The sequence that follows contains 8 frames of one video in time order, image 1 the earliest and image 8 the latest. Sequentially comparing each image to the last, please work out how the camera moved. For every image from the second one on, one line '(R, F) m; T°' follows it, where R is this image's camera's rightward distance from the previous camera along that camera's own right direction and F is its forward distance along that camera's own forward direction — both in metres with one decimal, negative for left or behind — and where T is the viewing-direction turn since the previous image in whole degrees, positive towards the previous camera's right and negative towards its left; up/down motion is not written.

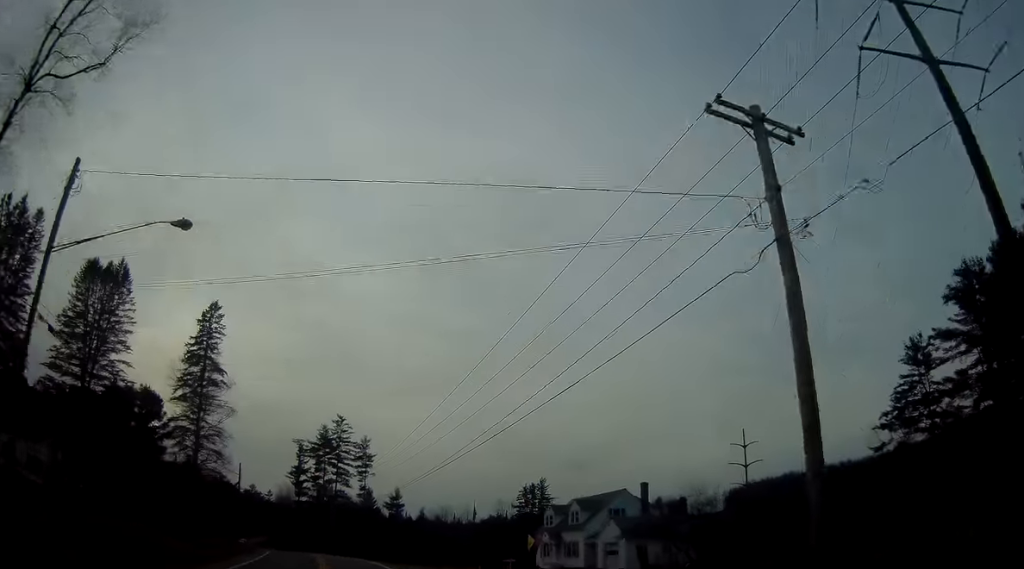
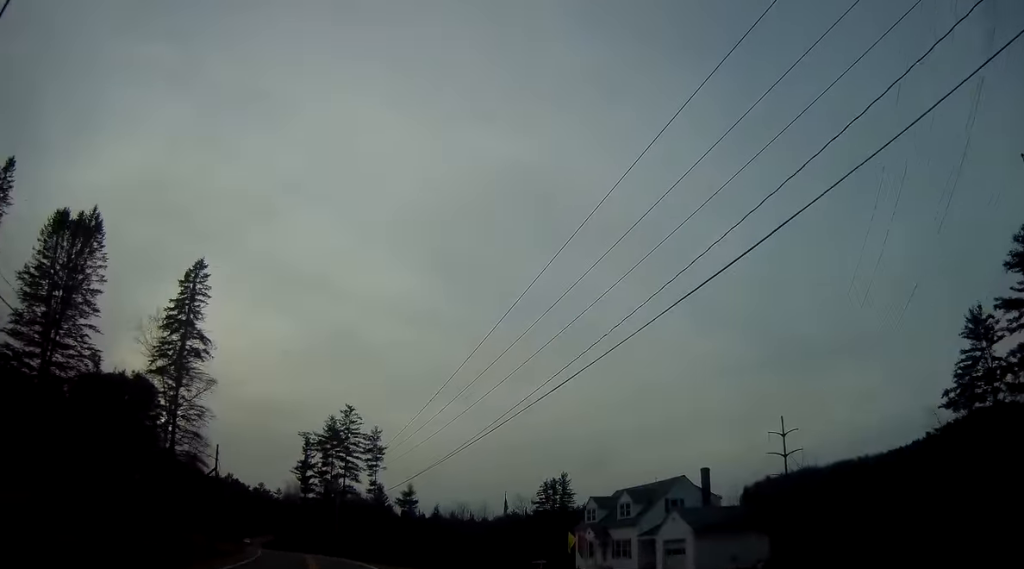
(+0.1, +8.9) m; -2°
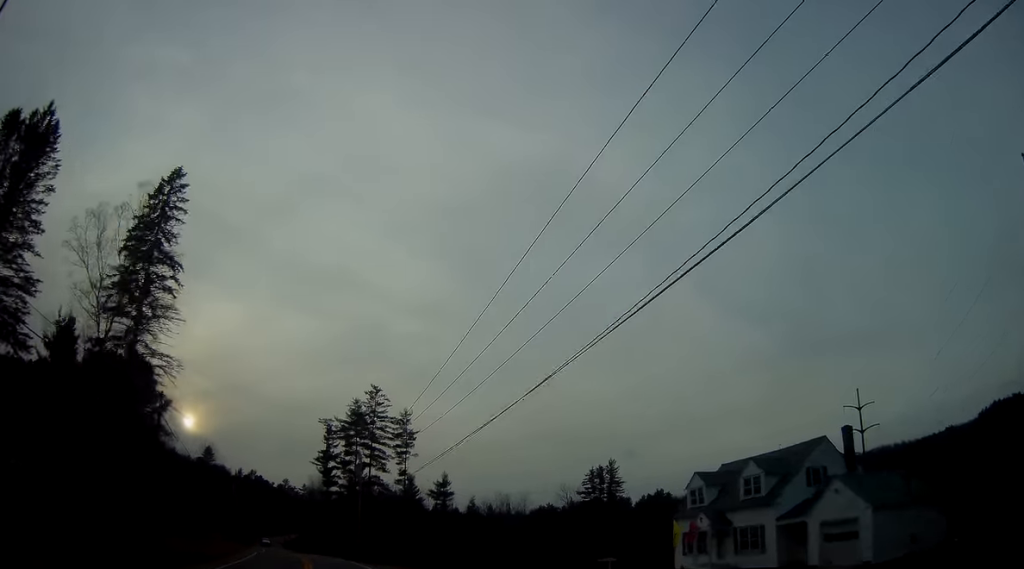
(-0.6, +13.5) m; -4°
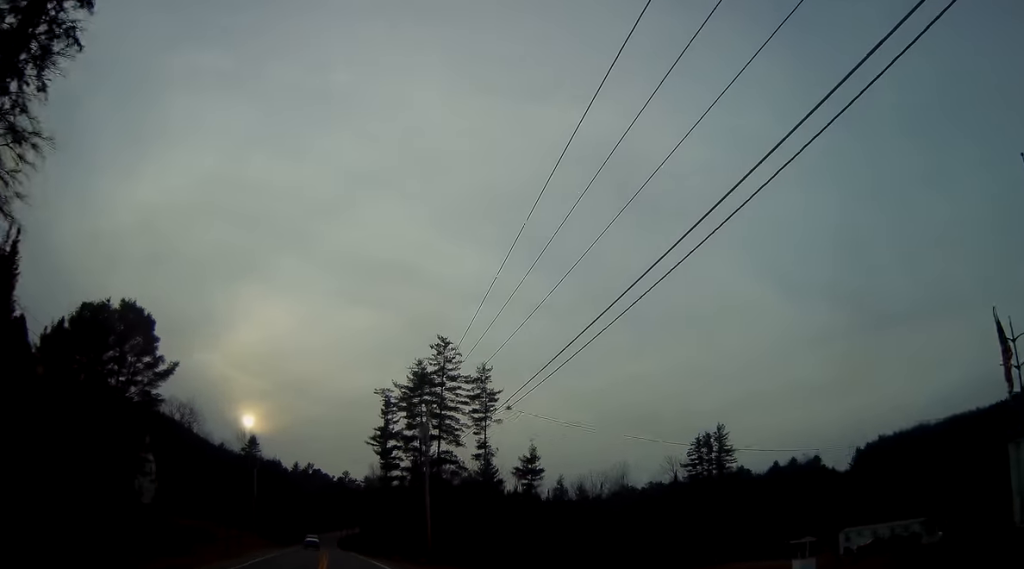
(-1.0, +21.7) m; -5°
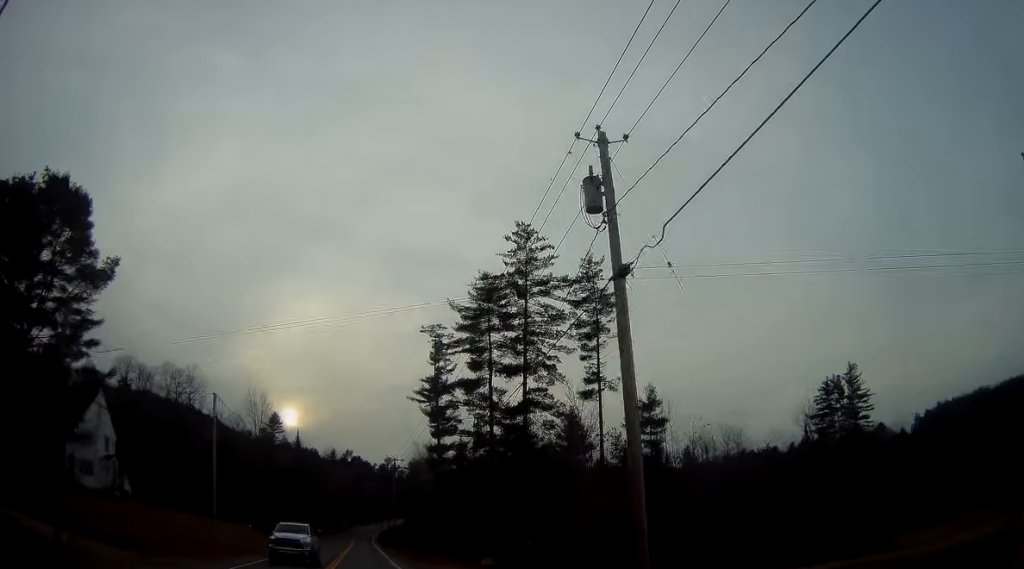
(-0.7, +28.5) m; -1°
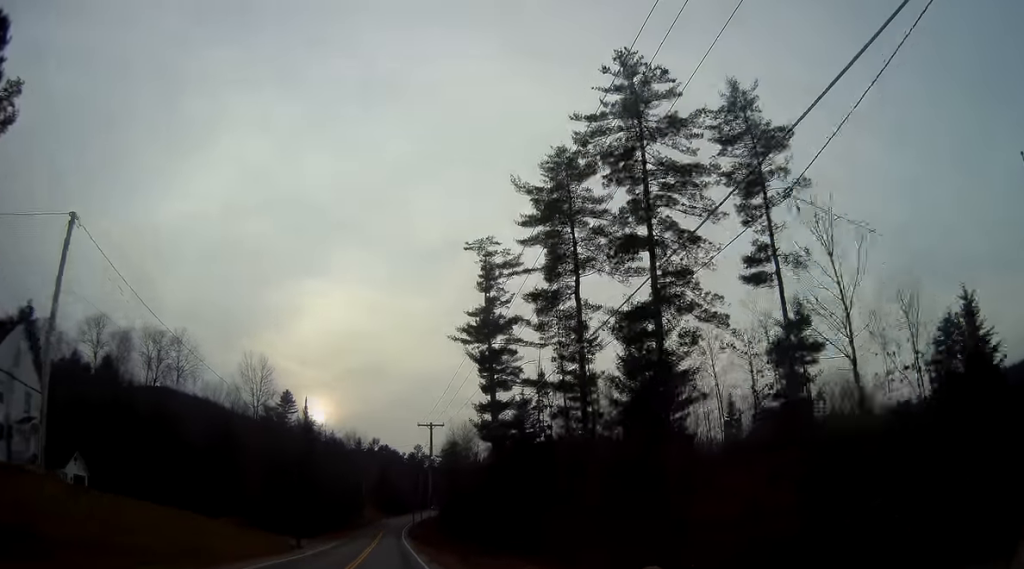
(+0.1, +22.2) m; 0°
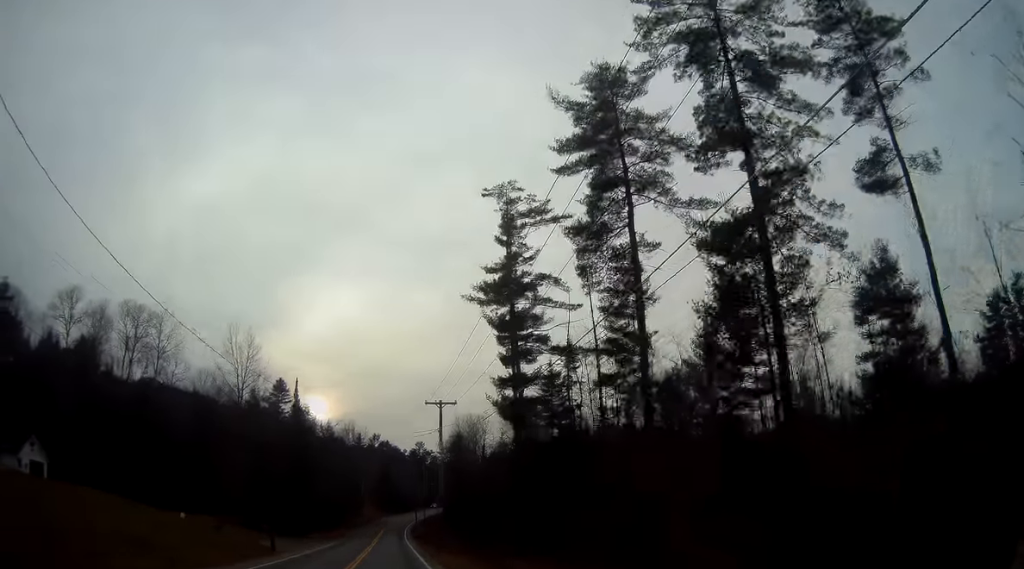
(0.0, +9.7) m; 0°
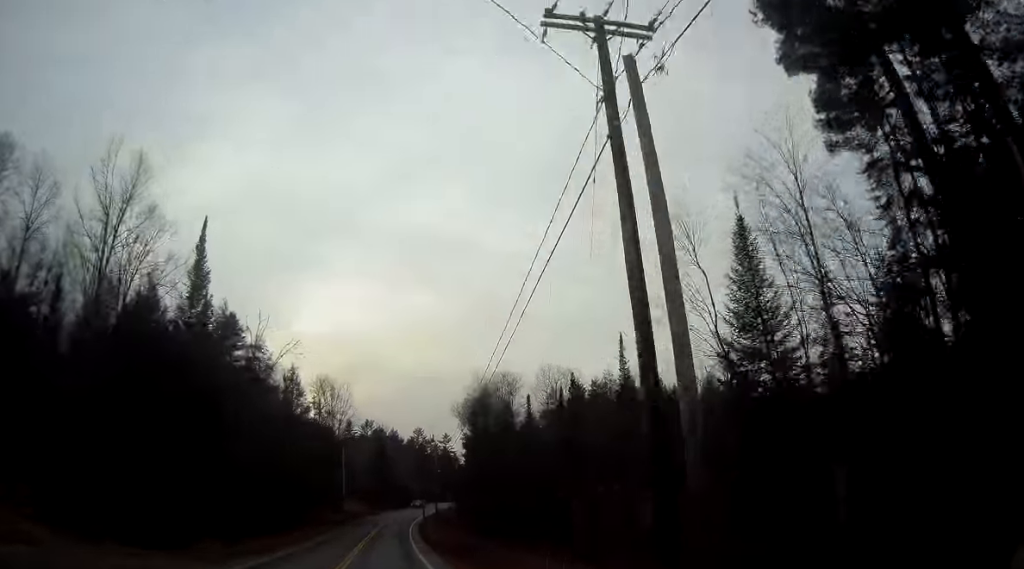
(+0.1, +39.0) m; +2°
